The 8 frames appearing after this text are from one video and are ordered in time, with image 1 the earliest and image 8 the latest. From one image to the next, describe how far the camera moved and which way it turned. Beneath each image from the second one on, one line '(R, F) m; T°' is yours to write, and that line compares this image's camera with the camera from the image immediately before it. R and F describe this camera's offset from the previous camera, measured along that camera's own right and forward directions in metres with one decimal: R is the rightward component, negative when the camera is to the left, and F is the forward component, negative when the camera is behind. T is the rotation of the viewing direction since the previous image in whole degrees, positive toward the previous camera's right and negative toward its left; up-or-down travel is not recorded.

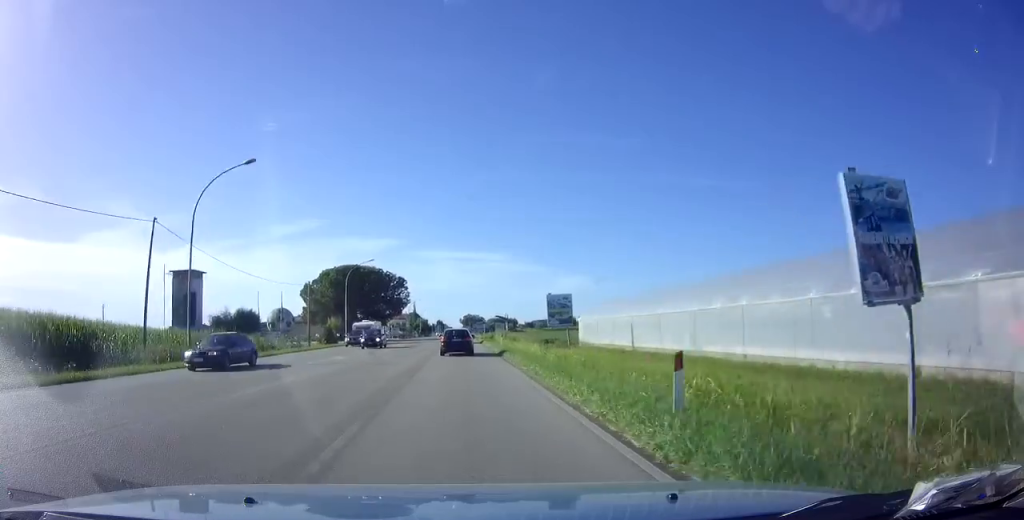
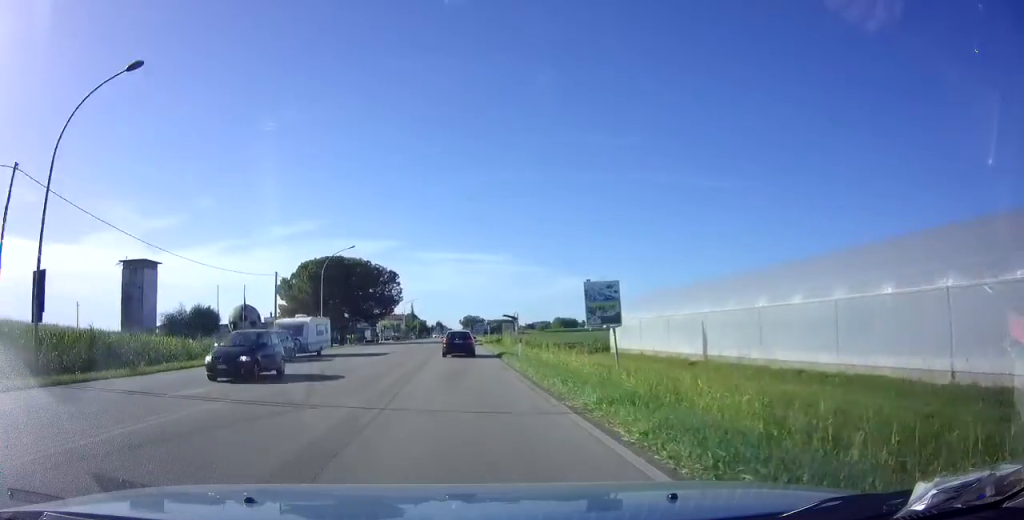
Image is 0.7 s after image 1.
(0.0, +11.2) m; 0°
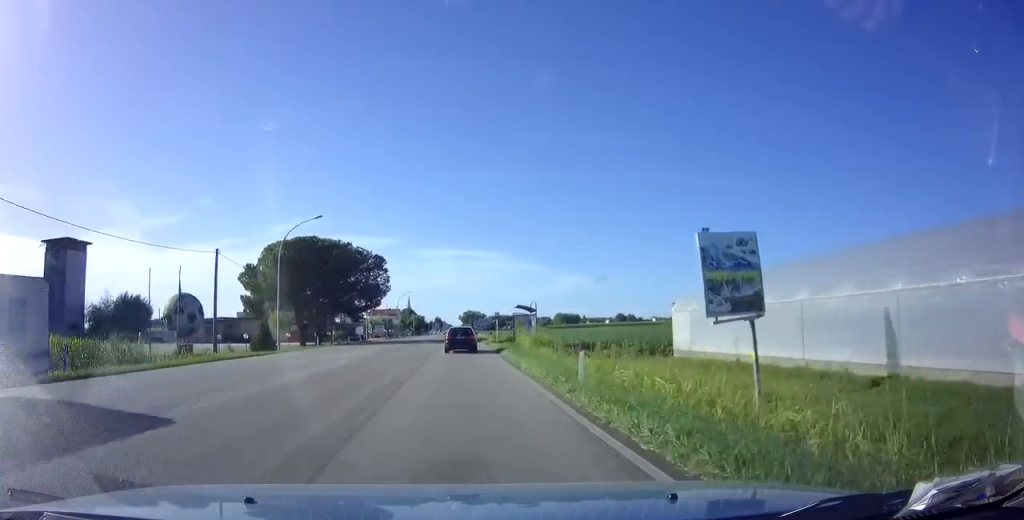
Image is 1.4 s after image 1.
(+0.1, +12.9) m; 0°
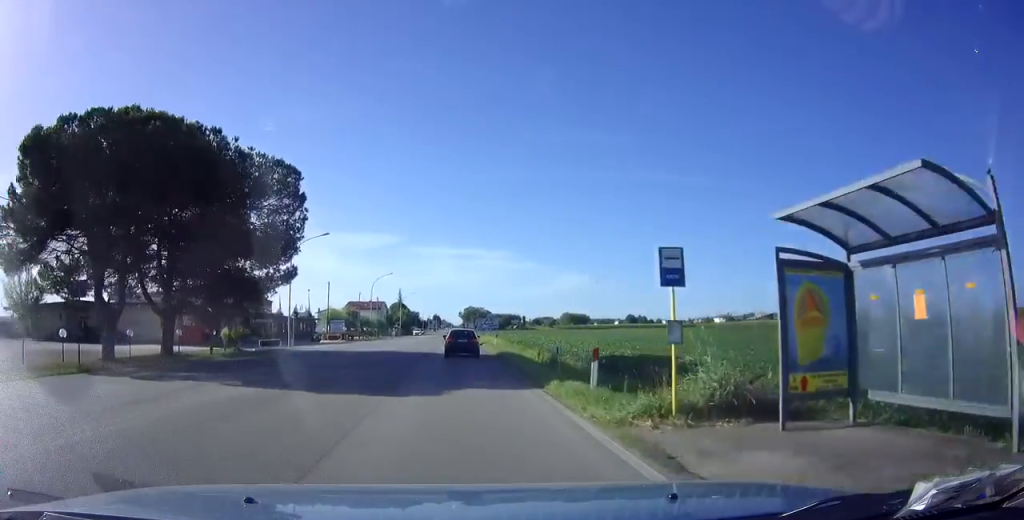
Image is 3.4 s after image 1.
(0.0, +36.3) m; 0°
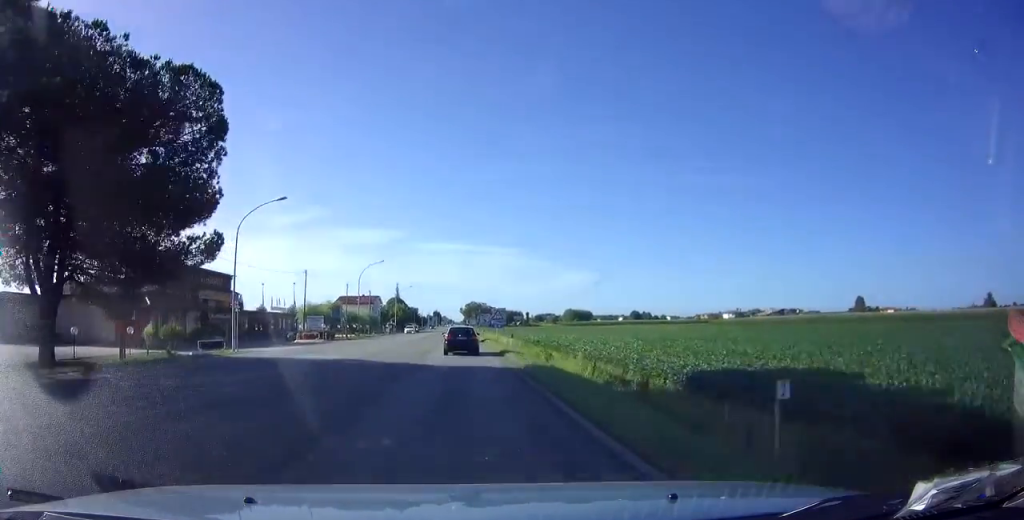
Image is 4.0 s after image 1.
(0.0, +11.3) m; 0°
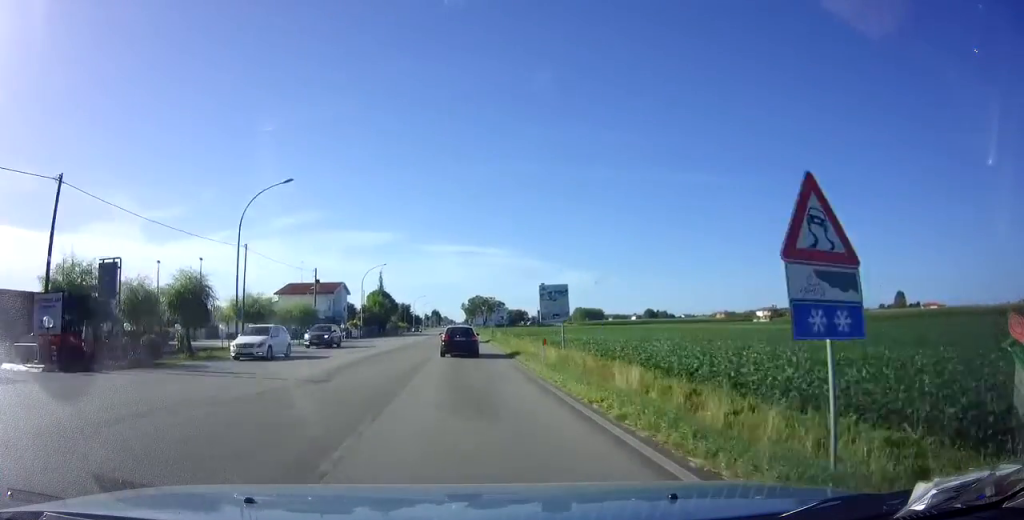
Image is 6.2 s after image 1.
(-0.3, +41.3) m; 0°
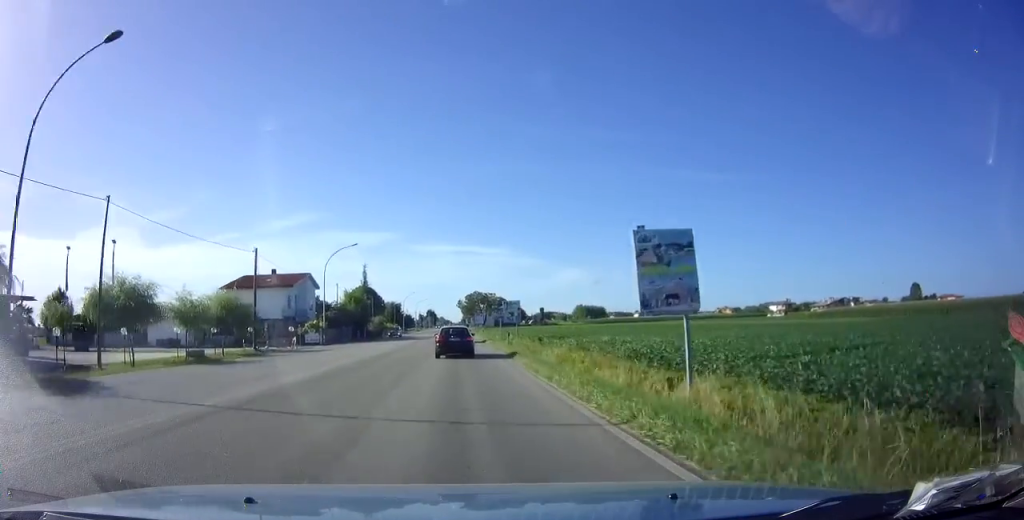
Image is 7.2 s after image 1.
(0.0, +18.1) m; 0°
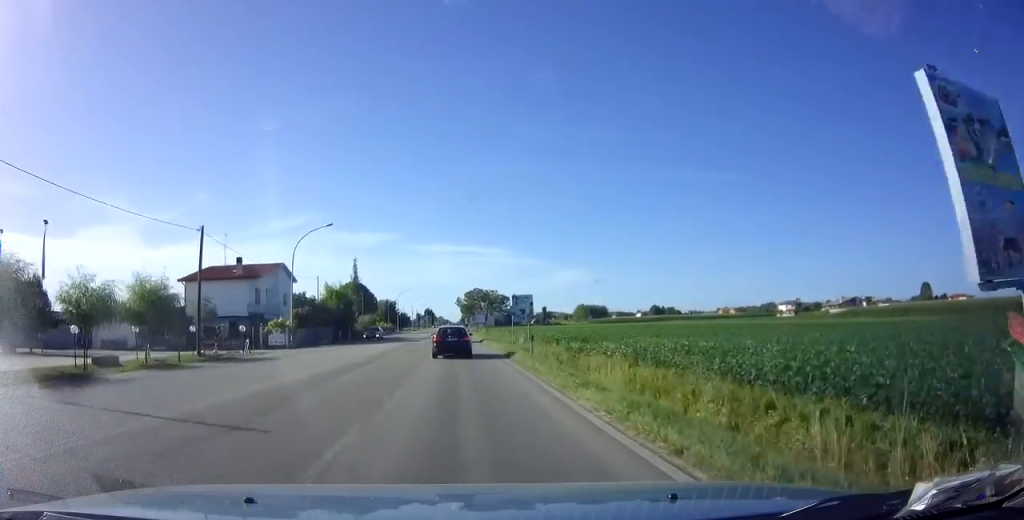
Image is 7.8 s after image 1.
(0.0, +10.2) m; 0°
